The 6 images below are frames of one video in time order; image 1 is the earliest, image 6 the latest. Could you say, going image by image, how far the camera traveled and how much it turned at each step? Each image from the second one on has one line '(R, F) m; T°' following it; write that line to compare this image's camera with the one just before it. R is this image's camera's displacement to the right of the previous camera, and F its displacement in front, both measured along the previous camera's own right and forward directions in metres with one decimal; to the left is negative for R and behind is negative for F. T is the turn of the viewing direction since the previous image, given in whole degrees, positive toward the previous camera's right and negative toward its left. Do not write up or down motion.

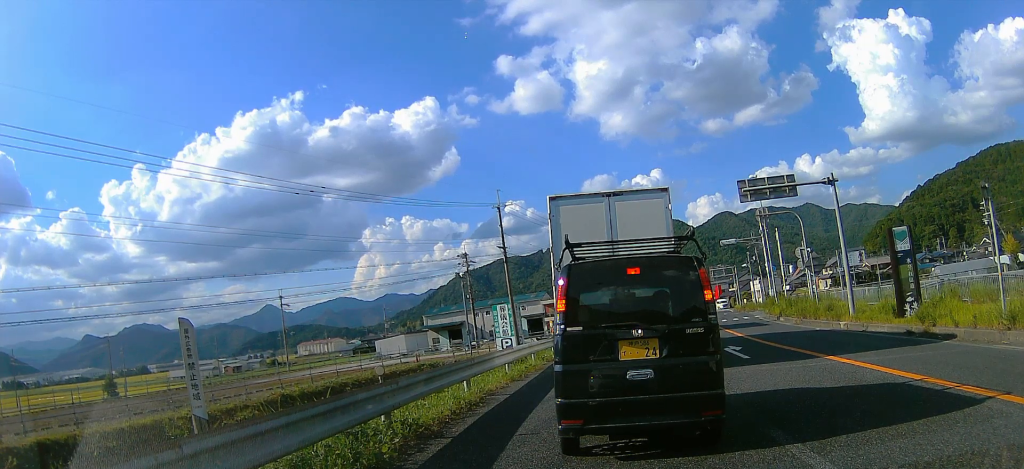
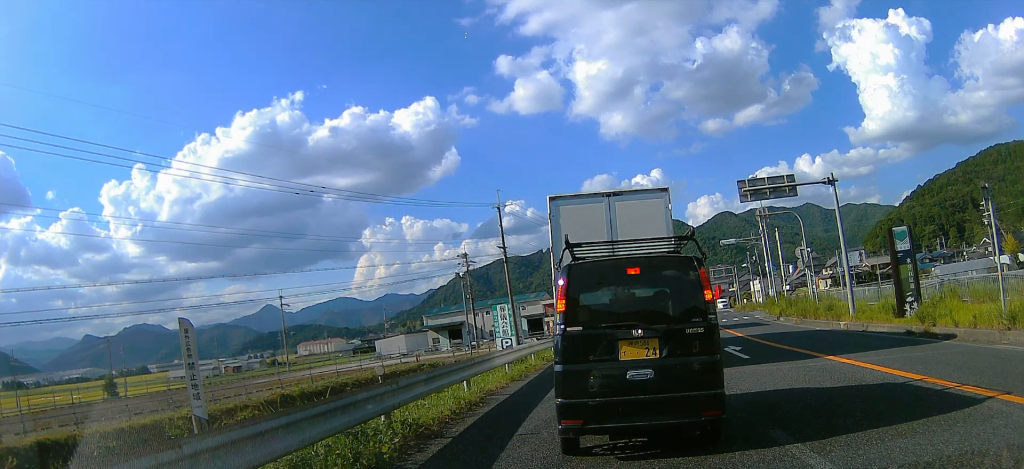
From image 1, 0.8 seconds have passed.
(0.0, +0.1) m; 0°
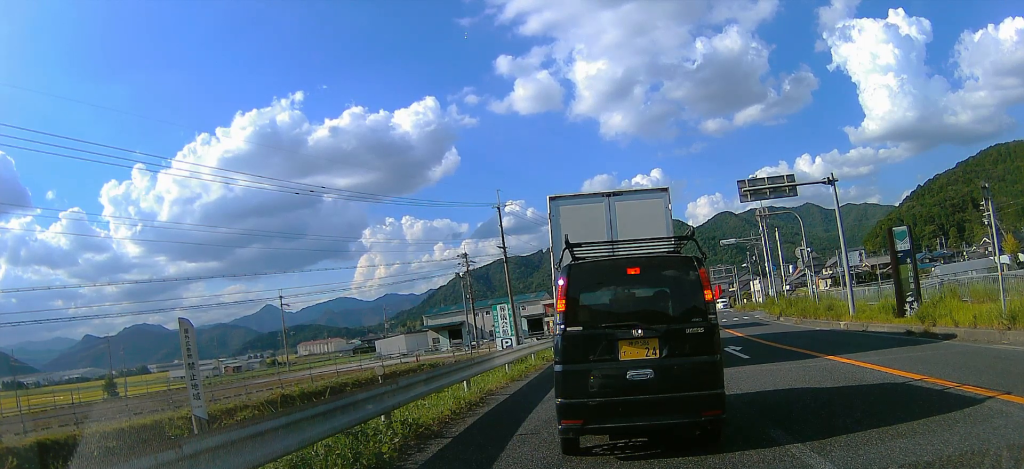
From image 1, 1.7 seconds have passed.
(0.0, 0.0) m; 0°
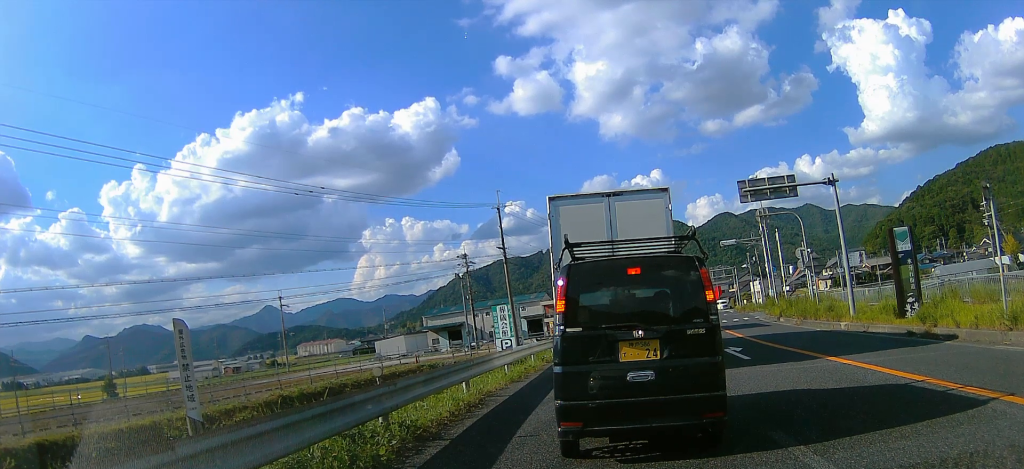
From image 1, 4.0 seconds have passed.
(0.0, 0.0) m; 0°
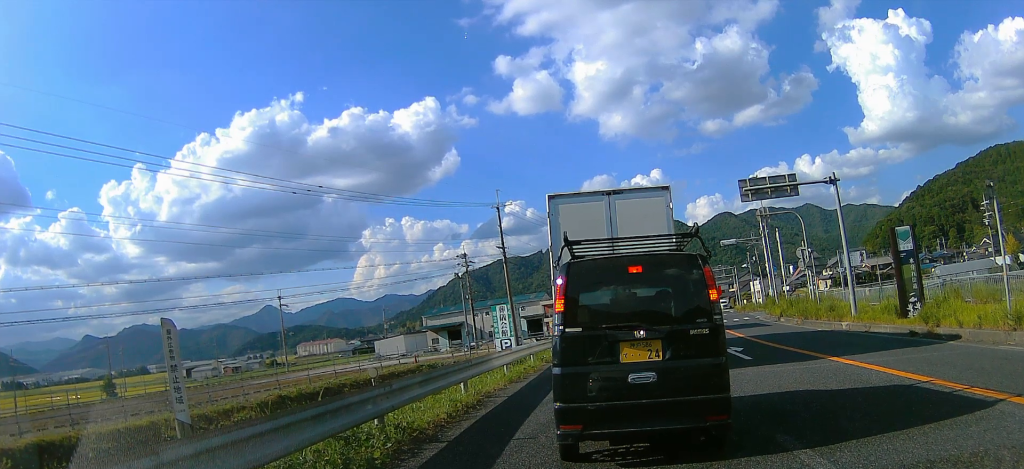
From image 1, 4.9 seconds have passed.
(0.0, 0.0) m; 0°
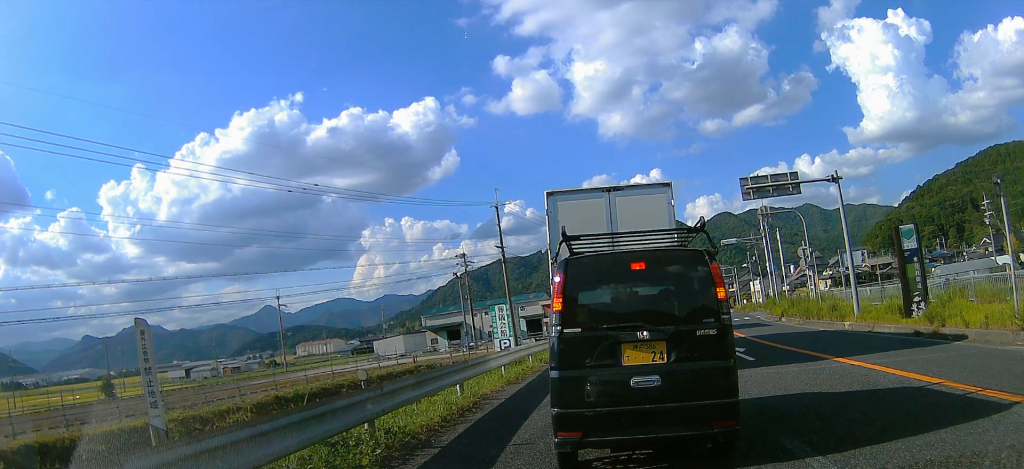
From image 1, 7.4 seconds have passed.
(0.0, 0.0) m; 0°
